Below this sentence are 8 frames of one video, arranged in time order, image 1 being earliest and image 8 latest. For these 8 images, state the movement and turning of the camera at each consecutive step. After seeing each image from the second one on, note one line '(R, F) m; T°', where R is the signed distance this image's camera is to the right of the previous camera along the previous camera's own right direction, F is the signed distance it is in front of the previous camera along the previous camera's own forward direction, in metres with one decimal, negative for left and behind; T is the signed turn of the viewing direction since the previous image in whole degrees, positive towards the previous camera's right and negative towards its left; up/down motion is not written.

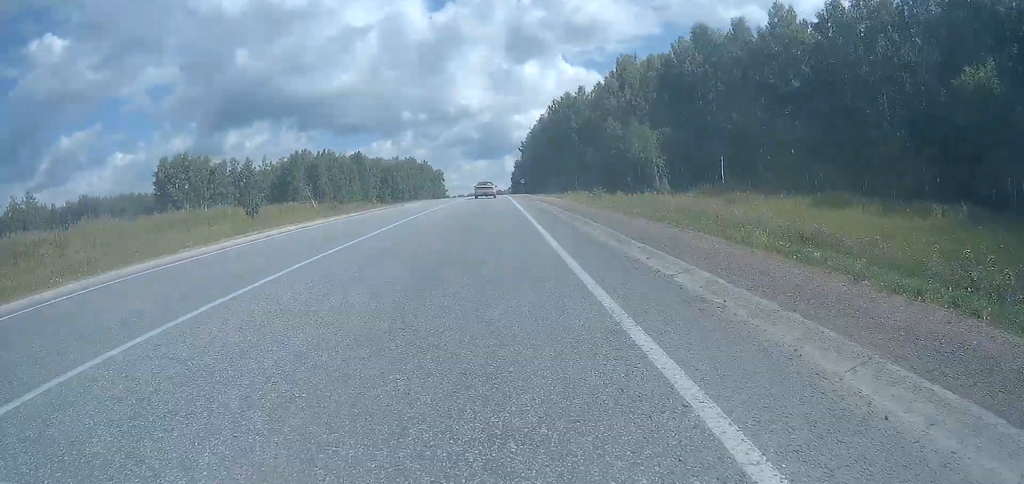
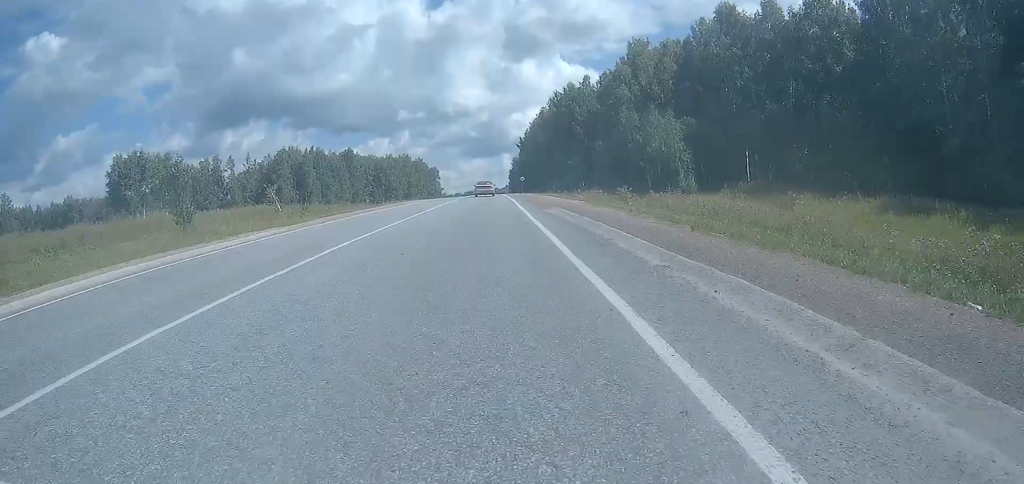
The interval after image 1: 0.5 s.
(0.0, +10.3) m; 0°
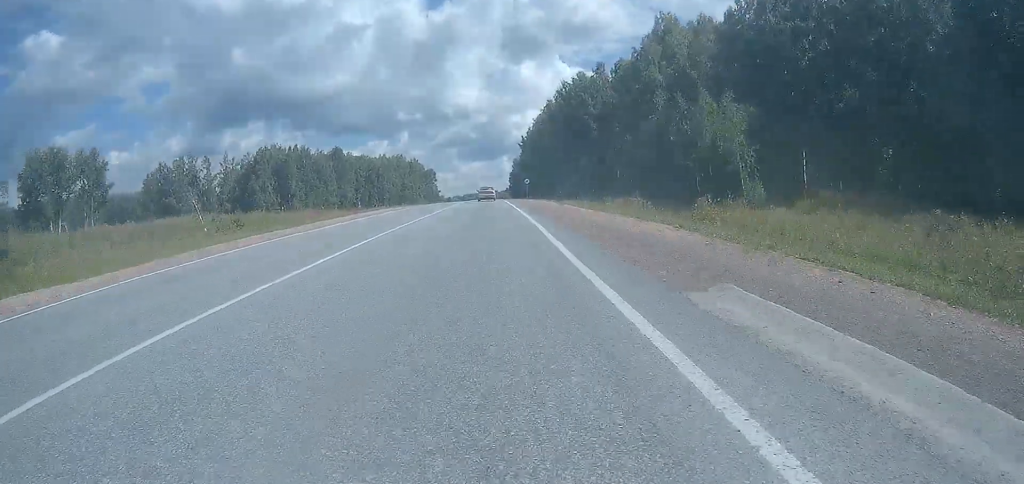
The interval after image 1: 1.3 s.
(0.0, +15.6) m; 0°
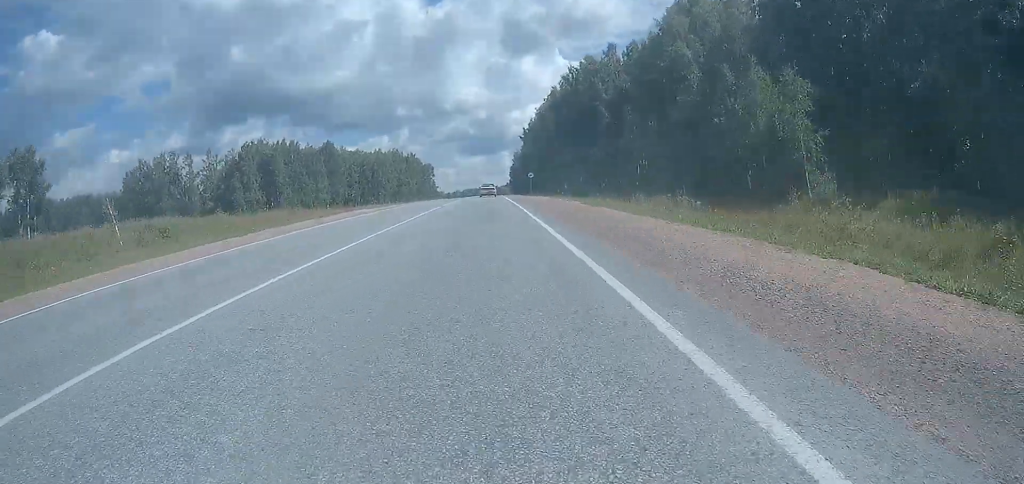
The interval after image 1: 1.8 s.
(0.0, +10.2) m; 0°
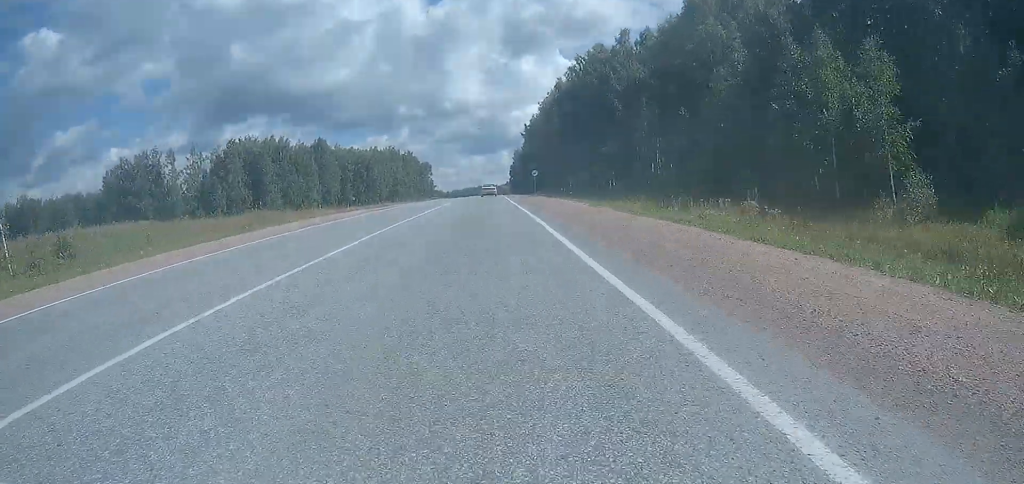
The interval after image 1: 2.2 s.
(0.0, +8.7) m; 0°
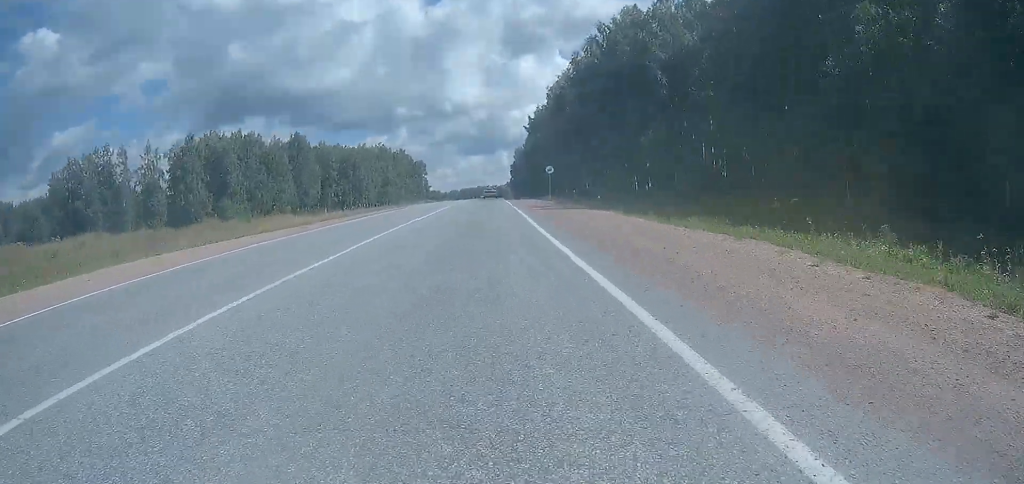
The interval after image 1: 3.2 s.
(-0.1, +20.6) m; 0°
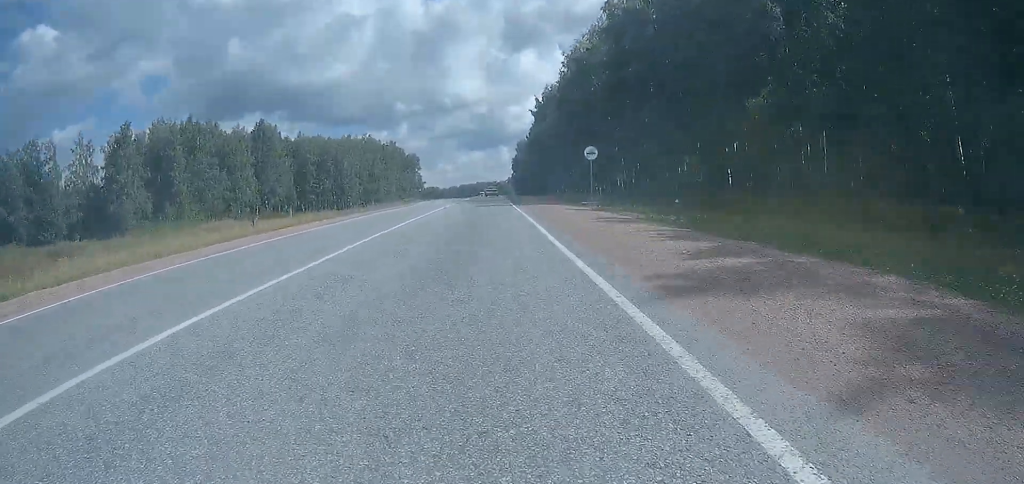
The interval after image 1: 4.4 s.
(0.0, +23.4) m; 0°
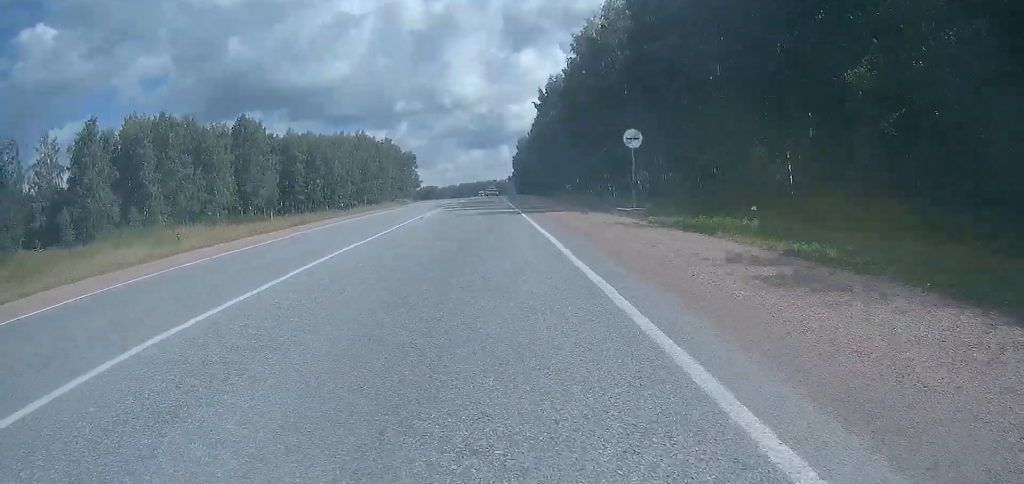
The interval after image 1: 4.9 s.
(0.0, +9.5) m; 0°
